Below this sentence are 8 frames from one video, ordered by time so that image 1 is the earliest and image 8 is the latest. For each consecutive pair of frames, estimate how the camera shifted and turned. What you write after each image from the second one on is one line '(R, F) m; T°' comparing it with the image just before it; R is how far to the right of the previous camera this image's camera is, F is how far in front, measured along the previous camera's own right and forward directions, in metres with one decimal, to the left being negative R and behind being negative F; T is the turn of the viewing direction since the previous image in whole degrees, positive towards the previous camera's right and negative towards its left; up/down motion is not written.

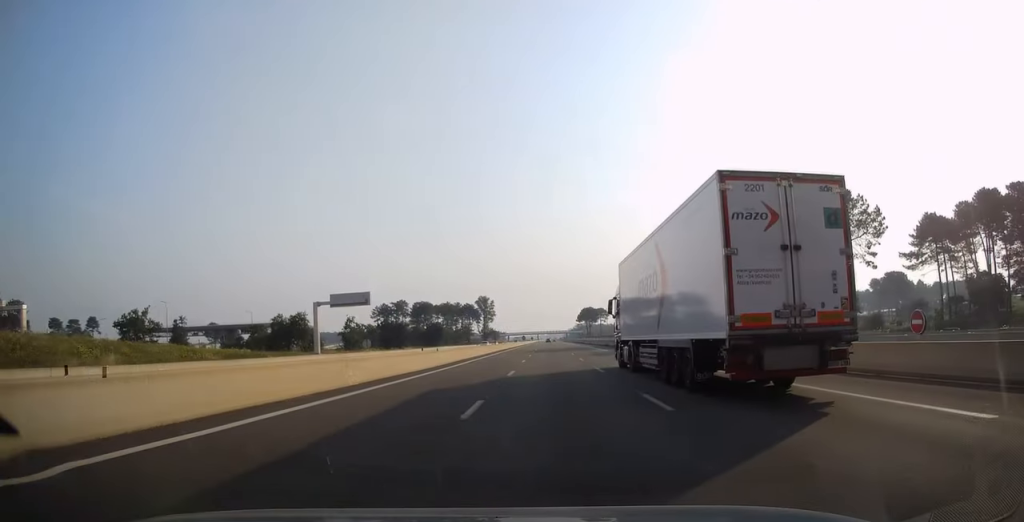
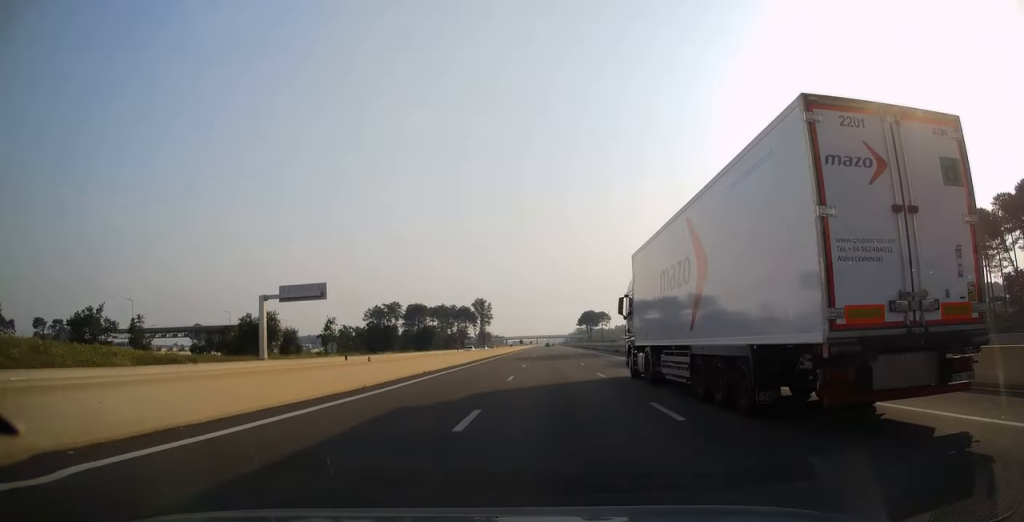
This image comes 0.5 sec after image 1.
(0.0, +13.9) m; 0°
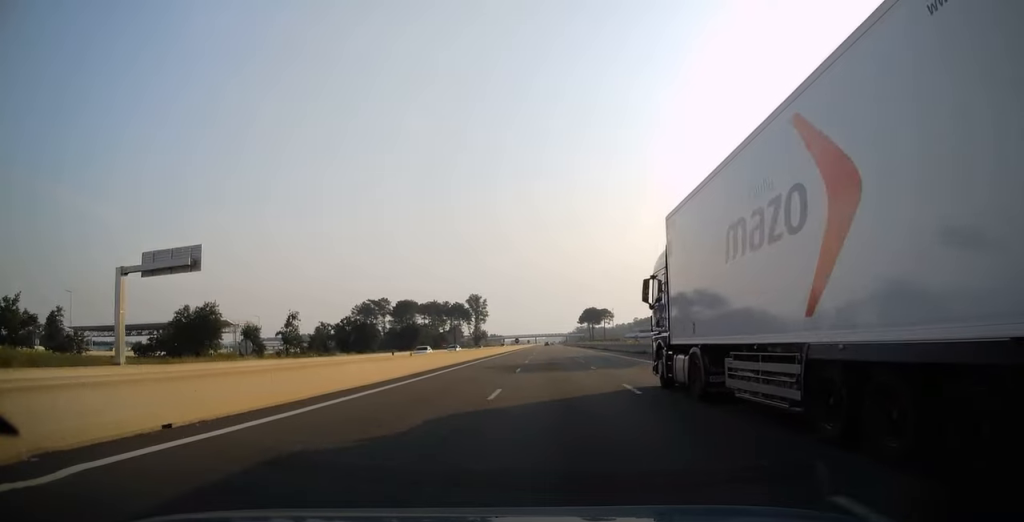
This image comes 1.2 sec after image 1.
(-0.1, +21.3) m; +1°
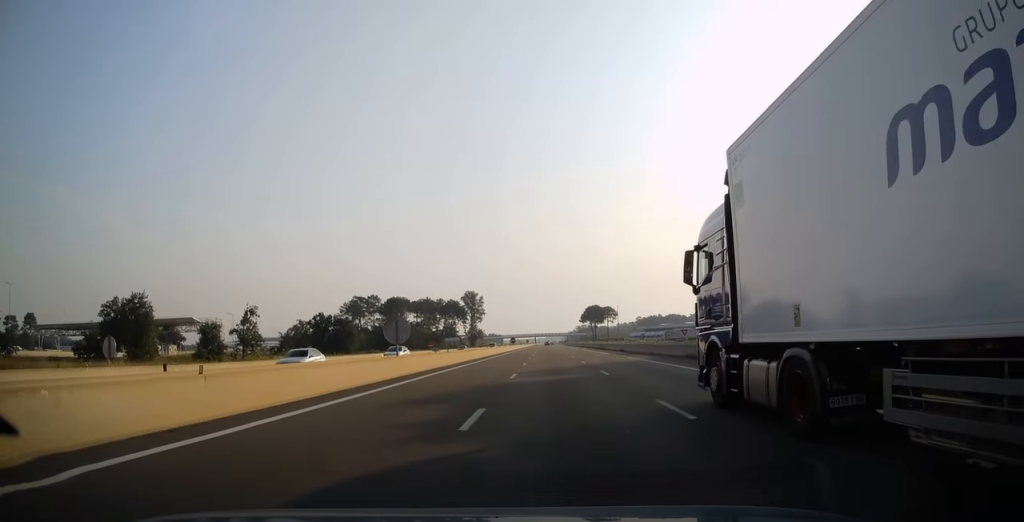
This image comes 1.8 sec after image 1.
(+0.3, +18.0) m; 0°
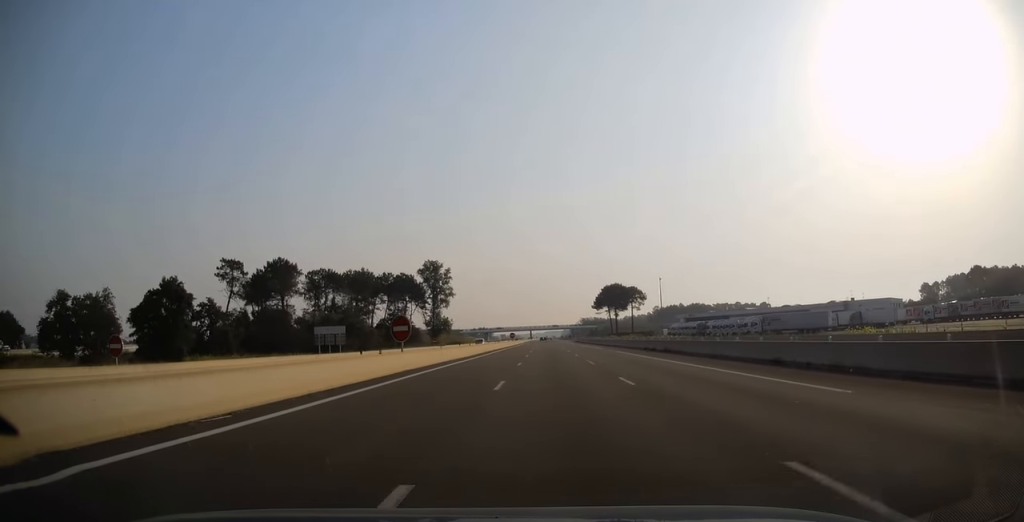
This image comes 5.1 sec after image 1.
(-0.6, +98.6) m; 0°
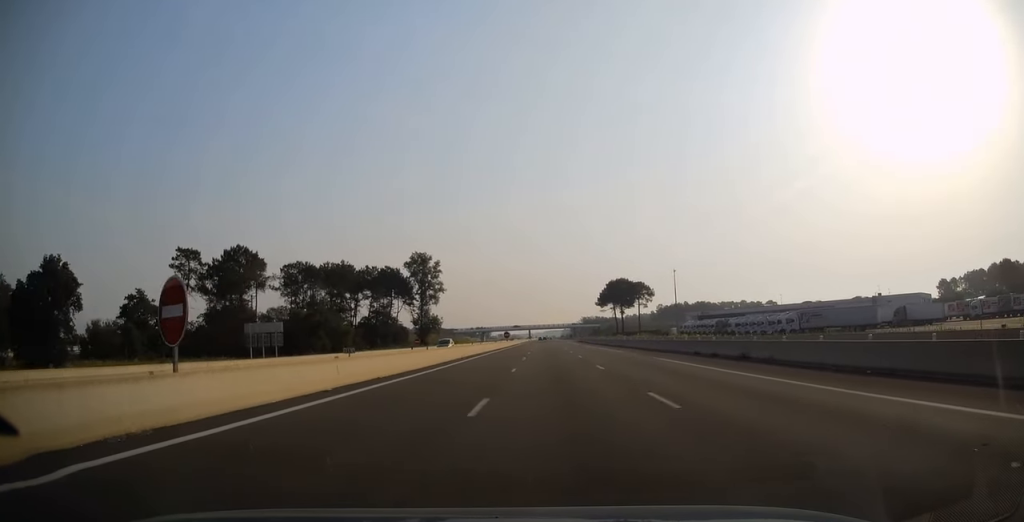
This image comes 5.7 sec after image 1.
(+0.1, +18.5) m; 0°
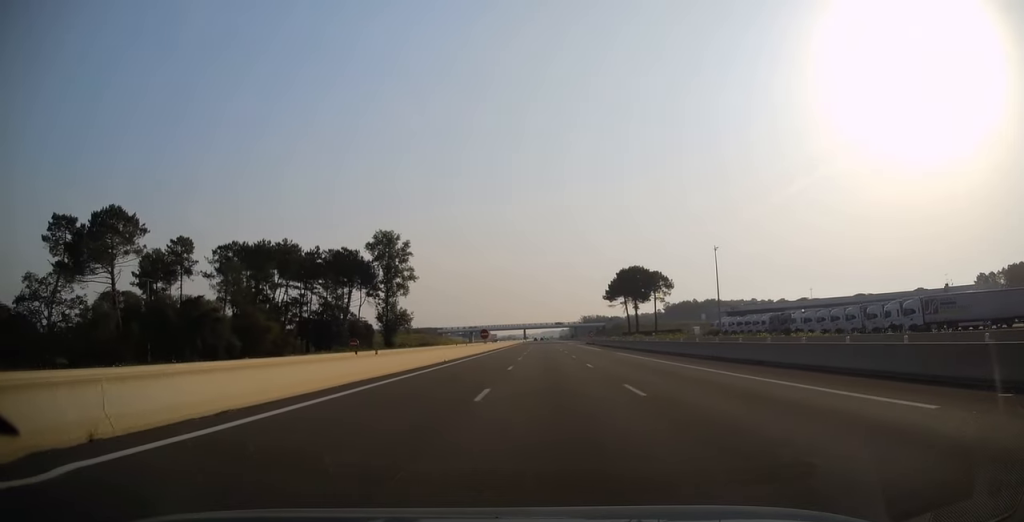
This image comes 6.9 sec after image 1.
(+0.1, +37.5) m; 0°
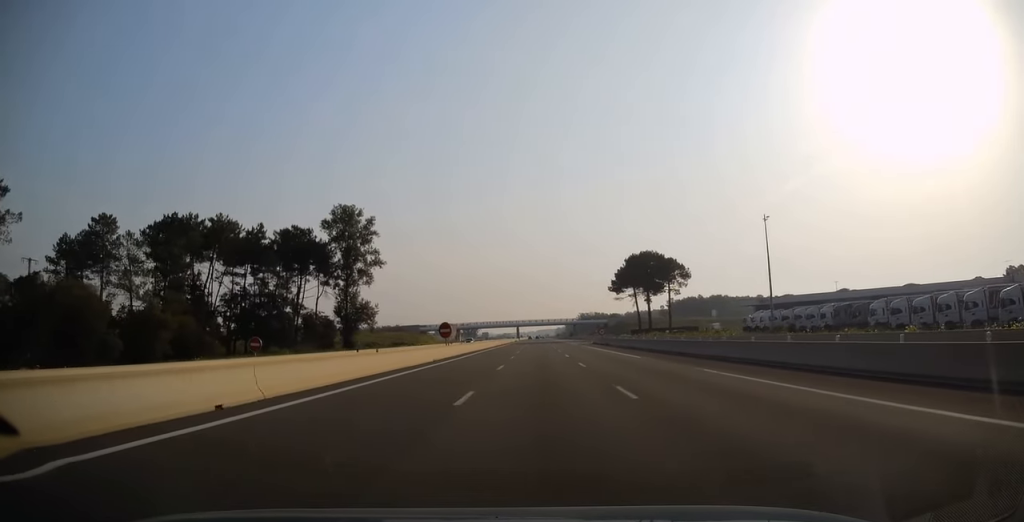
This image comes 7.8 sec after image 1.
(-0.1, +27.4) m; 0°
